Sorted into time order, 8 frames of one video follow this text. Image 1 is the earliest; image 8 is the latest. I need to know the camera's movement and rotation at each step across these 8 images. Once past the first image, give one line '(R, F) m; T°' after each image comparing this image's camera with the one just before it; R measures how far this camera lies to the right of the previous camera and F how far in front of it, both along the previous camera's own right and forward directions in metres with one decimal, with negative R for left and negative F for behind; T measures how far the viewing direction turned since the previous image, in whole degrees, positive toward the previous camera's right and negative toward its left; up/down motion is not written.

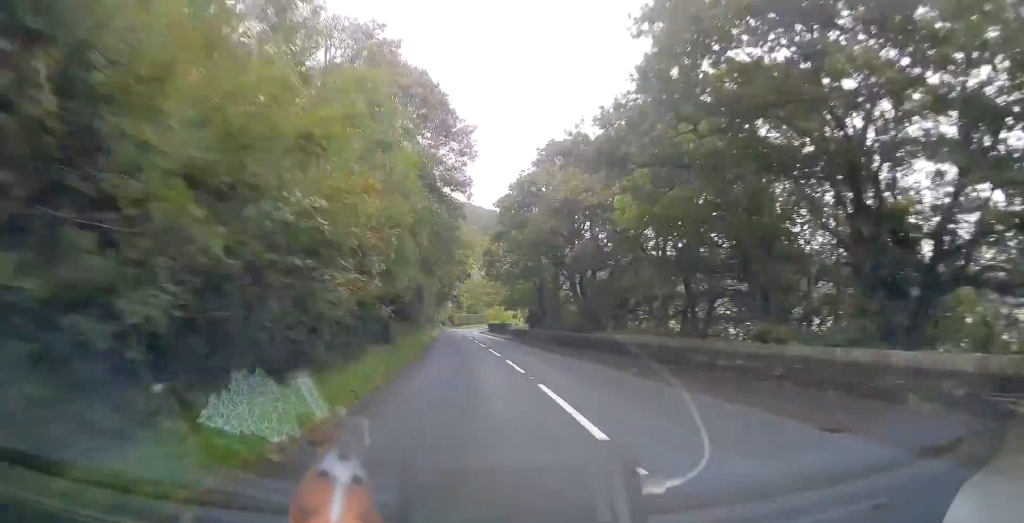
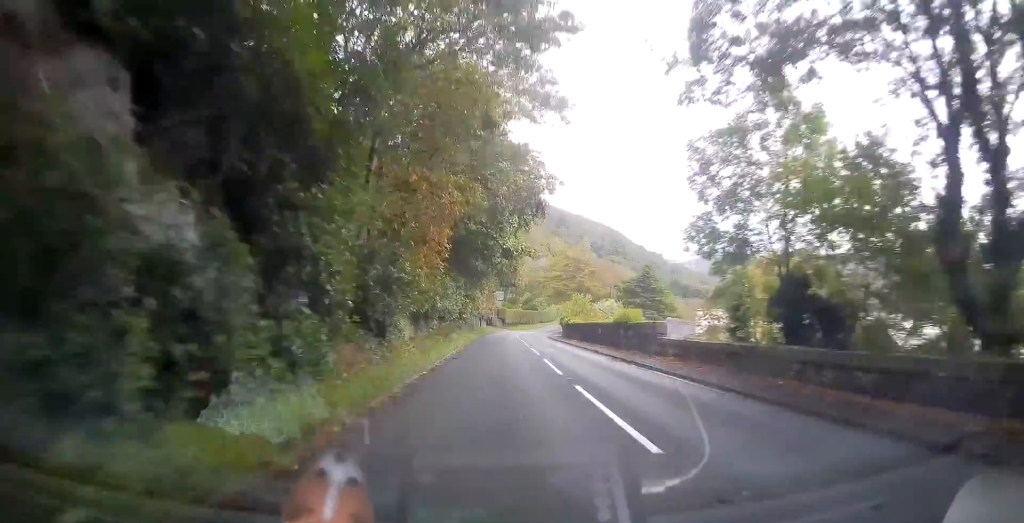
(-1.9, +47.7) m; -3°
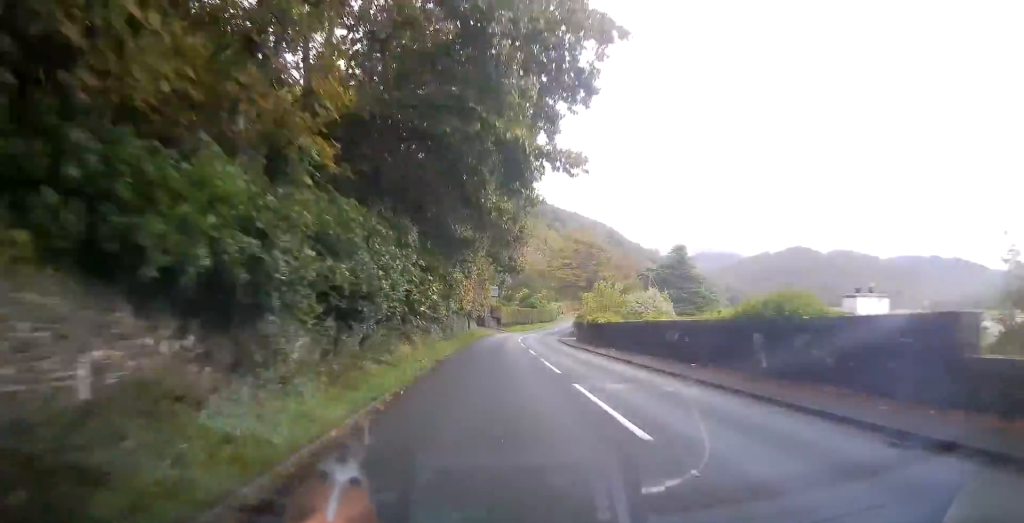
(0.0, +18.1) m; 0°
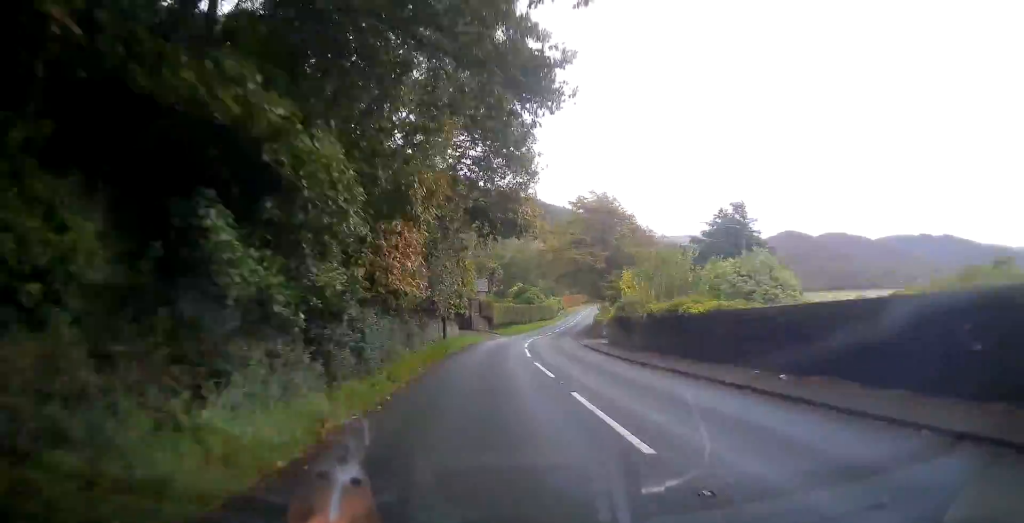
(+0.2, +19.4) m; +1°
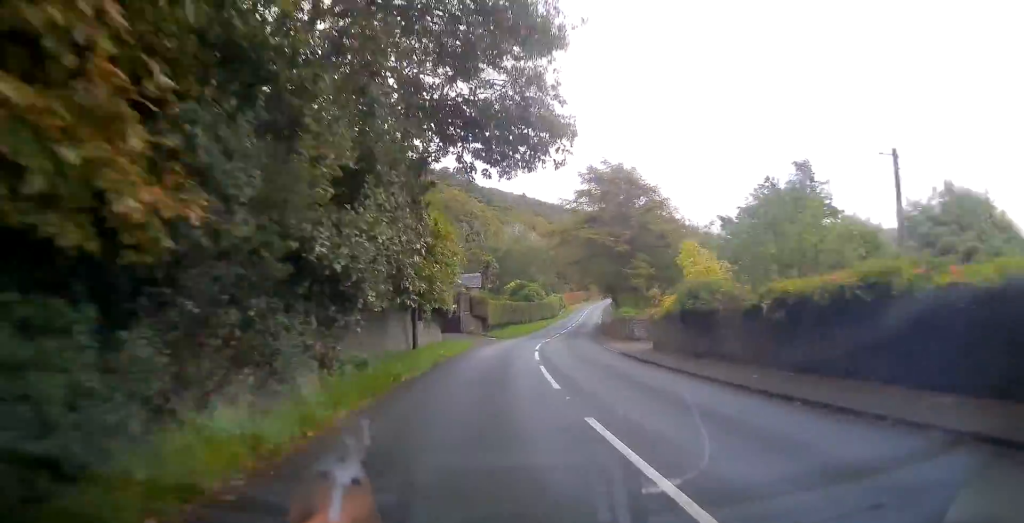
(+0.1, +11.8) m; +1°
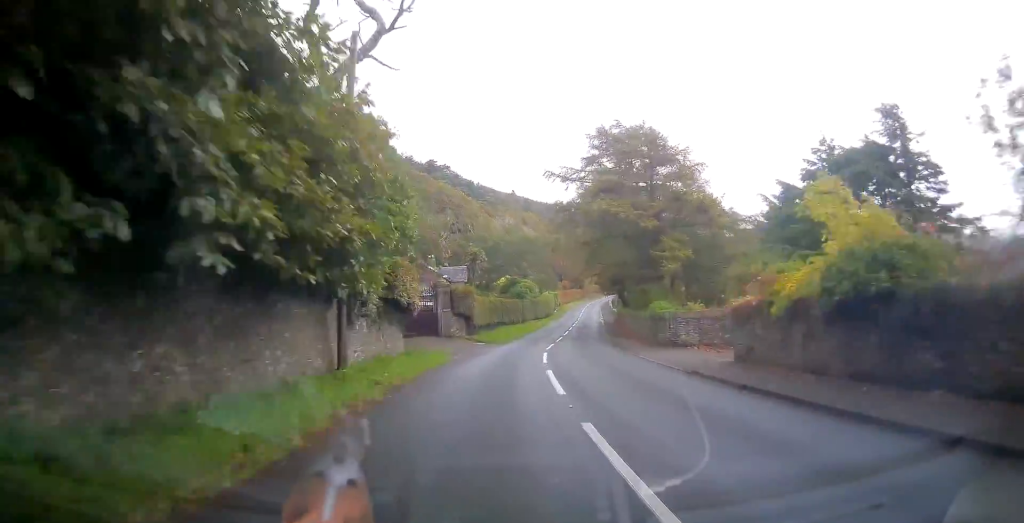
(0.0, +10.4) m; +1°
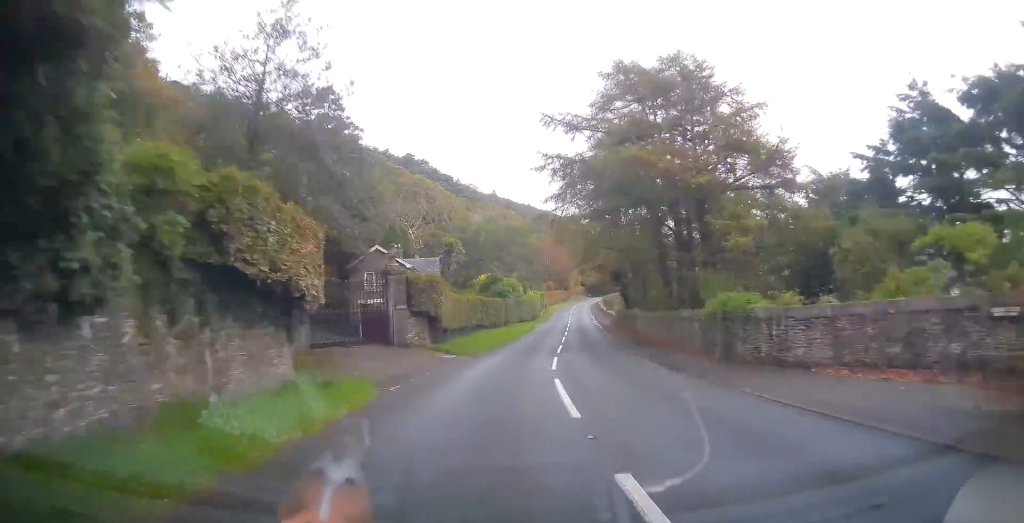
(+0.1, +11.1) m; +2°
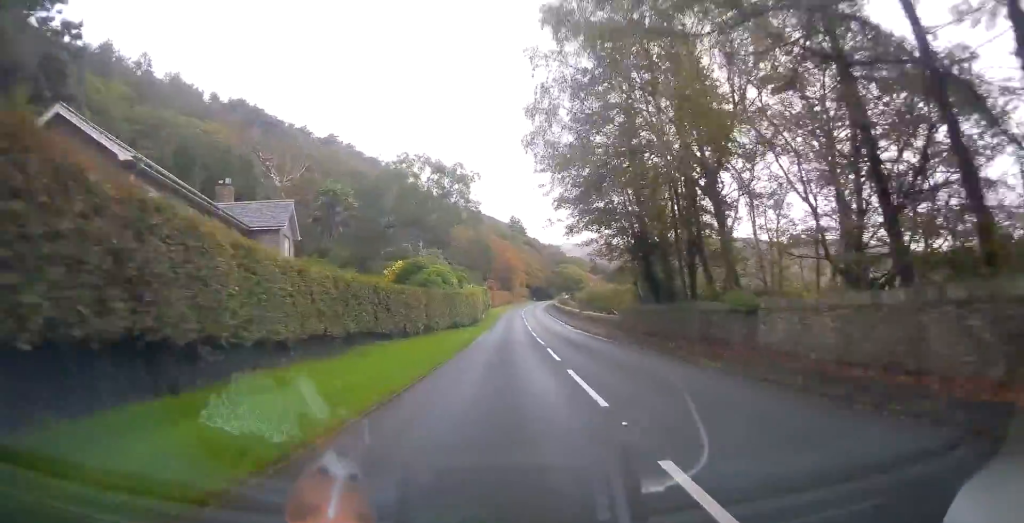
(+1.1, +27.2) m; +4°
